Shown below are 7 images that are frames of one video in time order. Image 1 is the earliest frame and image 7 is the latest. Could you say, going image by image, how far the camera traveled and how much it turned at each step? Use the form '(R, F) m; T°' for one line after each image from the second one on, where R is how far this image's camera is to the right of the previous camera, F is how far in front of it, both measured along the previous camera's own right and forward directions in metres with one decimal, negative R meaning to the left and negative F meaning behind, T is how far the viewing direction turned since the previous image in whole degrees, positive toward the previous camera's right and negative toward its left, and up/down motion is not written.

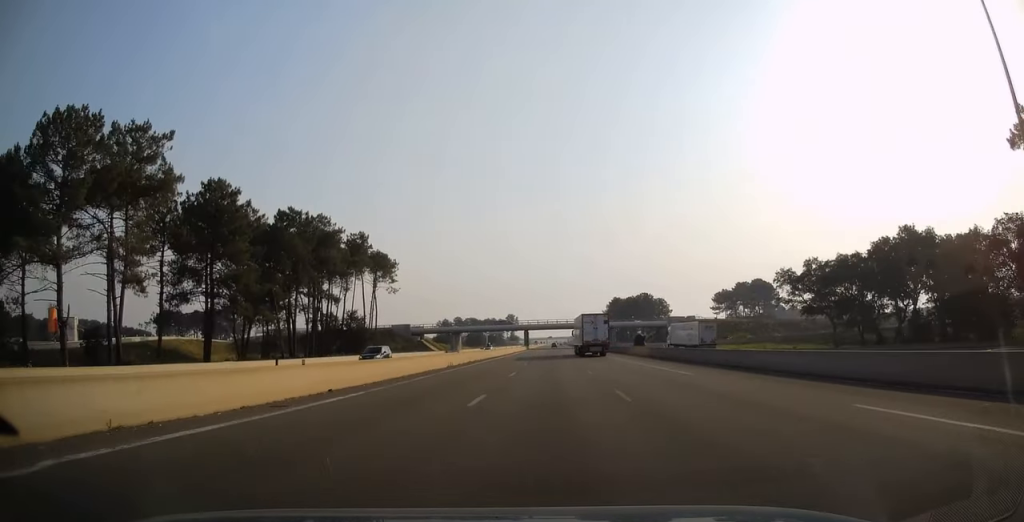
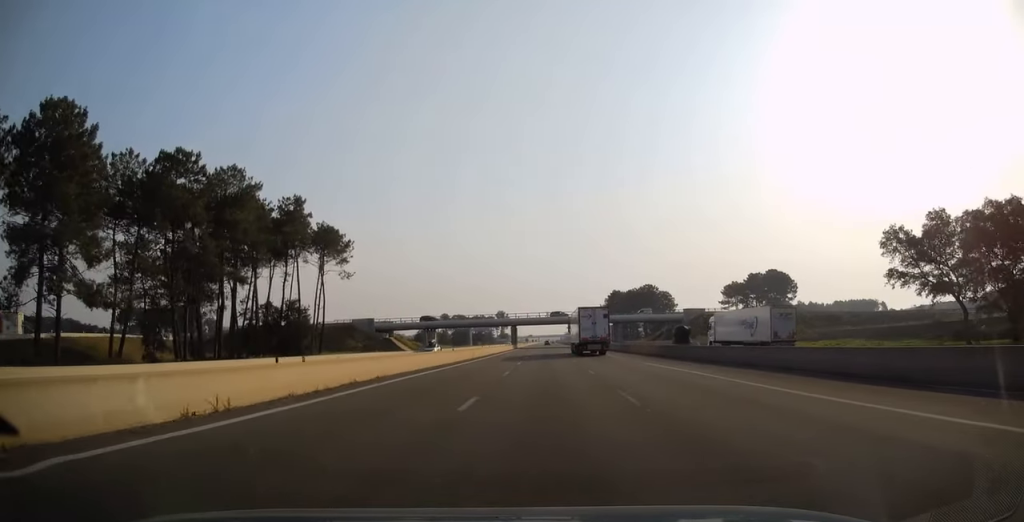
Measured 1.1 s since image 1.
(+0.2, +28.2) m; +1°
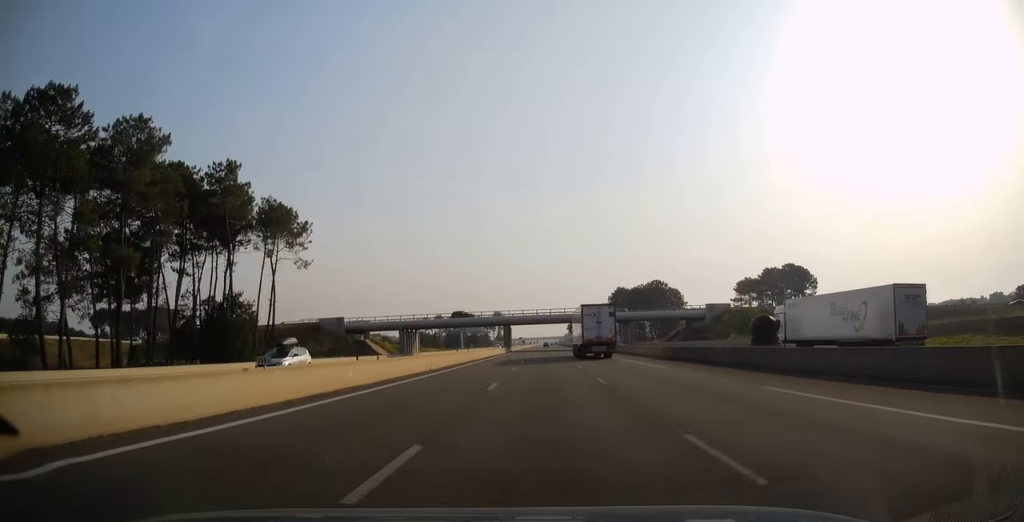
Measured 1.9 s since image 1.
(0.0, +19.9) m; 0°
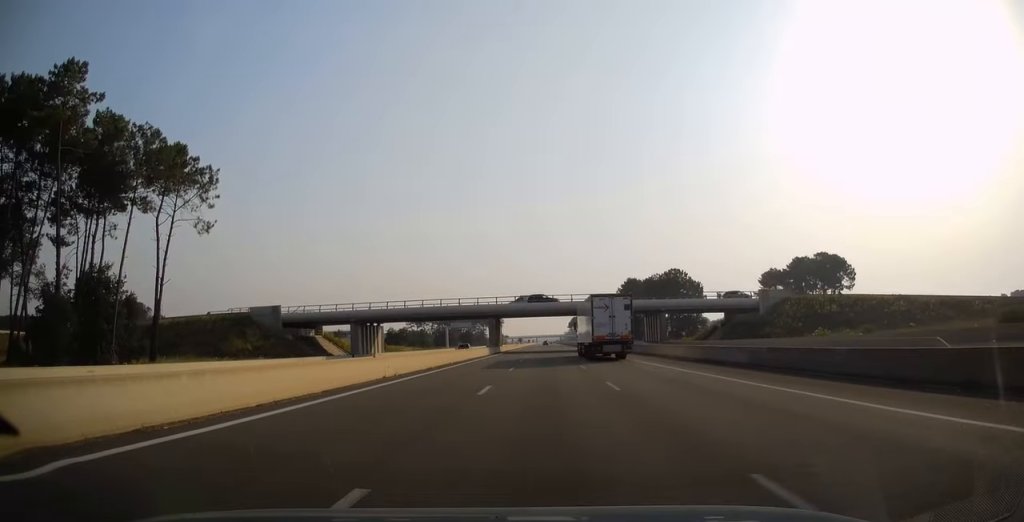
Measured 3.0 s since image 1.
(+0.1, +29.3) m; 0°
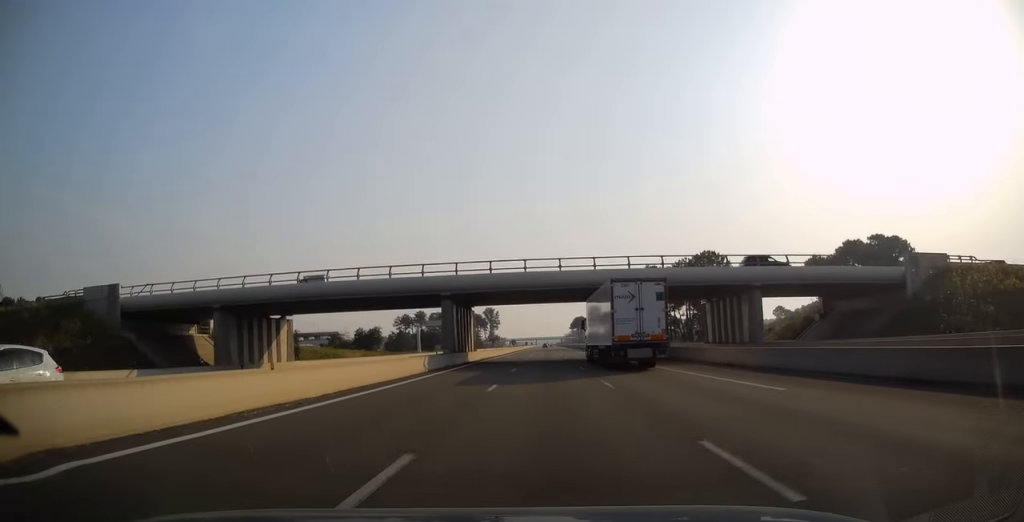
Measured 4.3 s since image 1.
(-0.2, +37.7) m; -1°
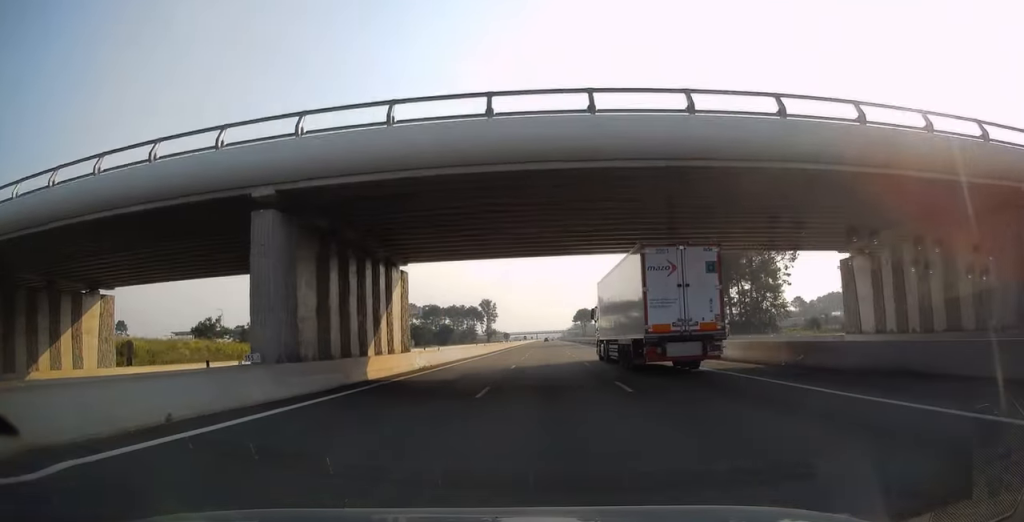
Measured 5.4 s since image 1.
(0.0, +29.9) m; 0°
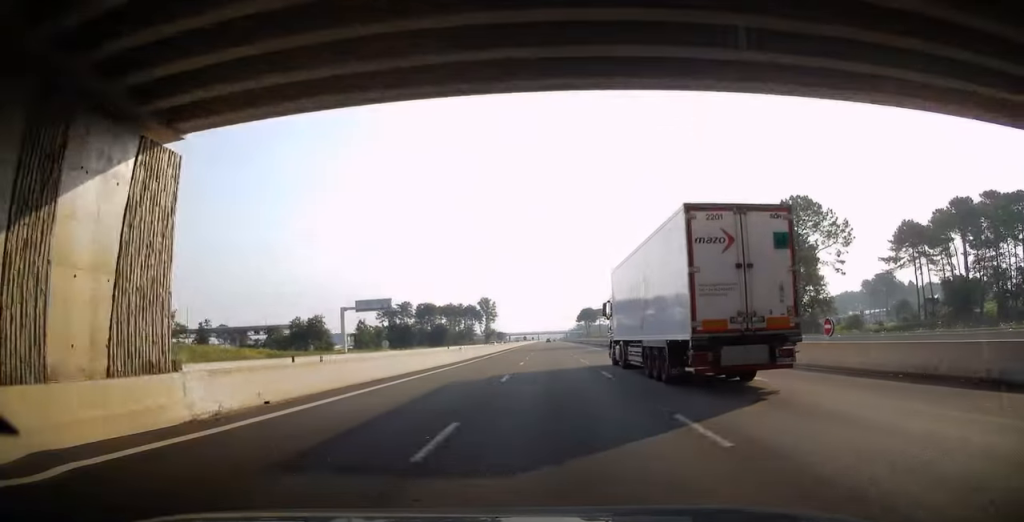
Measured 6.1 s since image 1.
(0.0, +20.5) m; 0°
